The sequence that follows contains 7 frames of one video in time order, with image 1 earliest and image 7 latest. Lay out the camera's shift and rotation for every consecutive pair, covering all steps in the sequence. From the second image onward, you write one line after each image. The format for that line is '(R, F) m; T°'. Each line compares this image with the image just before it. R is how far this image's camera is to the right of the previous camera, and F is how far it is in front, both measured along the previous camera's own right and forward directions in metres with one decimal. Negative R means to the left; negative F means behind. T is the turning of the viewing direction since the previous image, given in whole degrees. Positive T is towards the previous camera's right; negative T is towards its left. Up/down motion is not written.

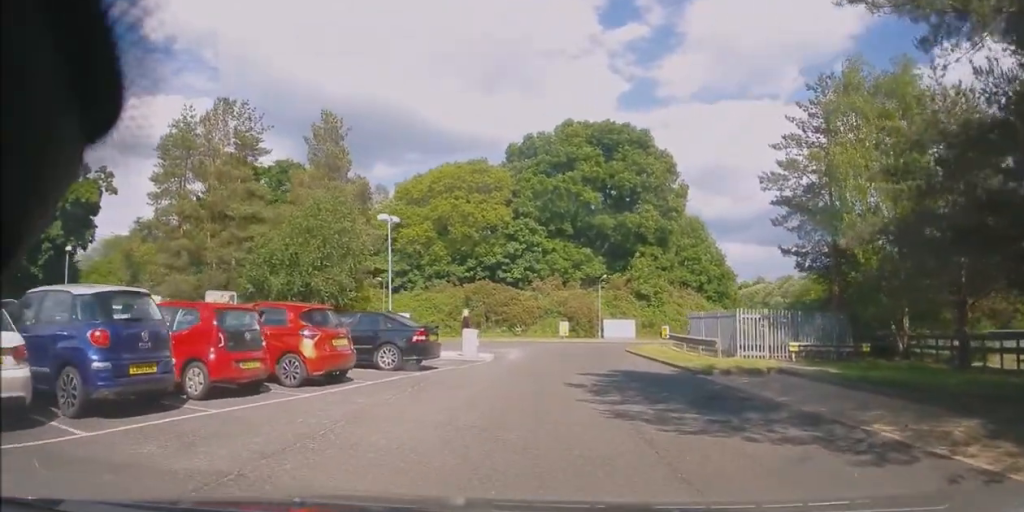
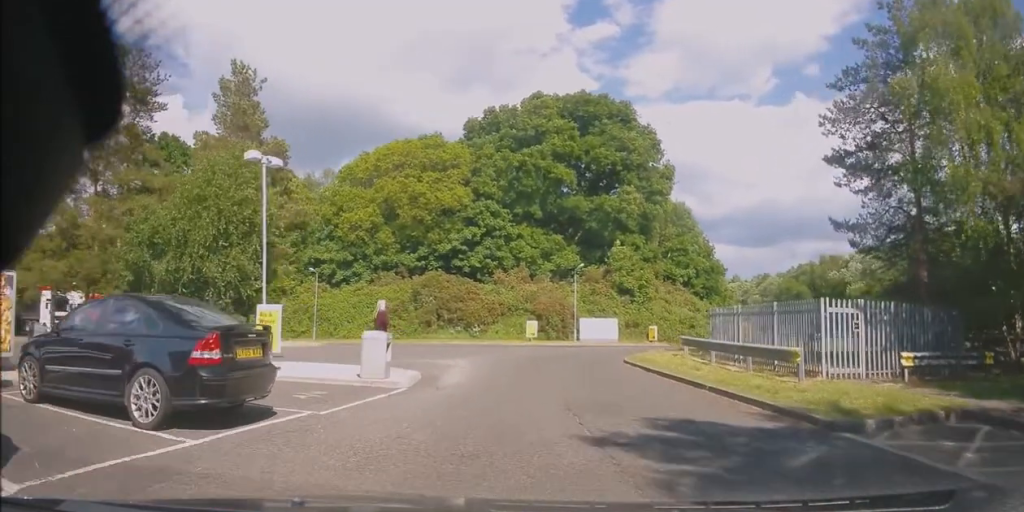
(0.0, +9.2) m; 0°
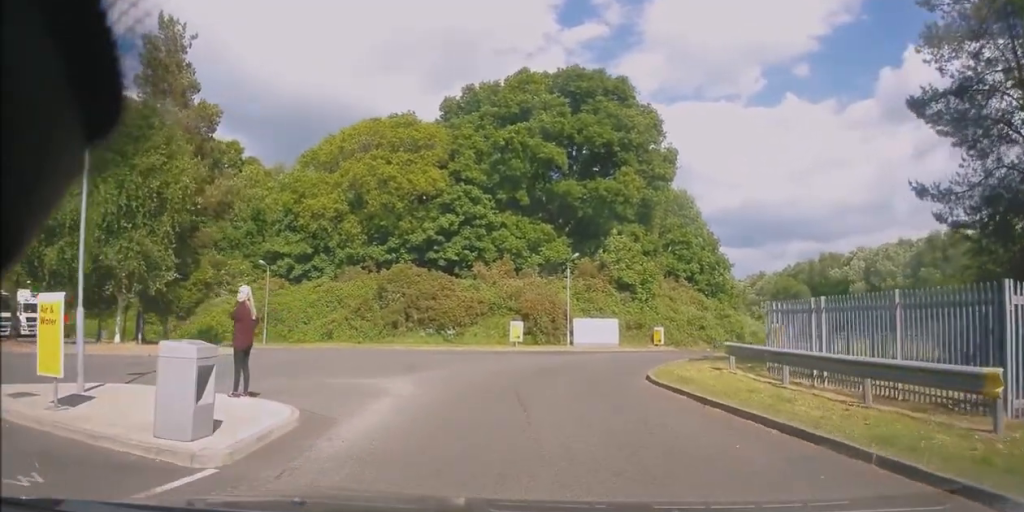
(0.0, +6.9) m; 0°
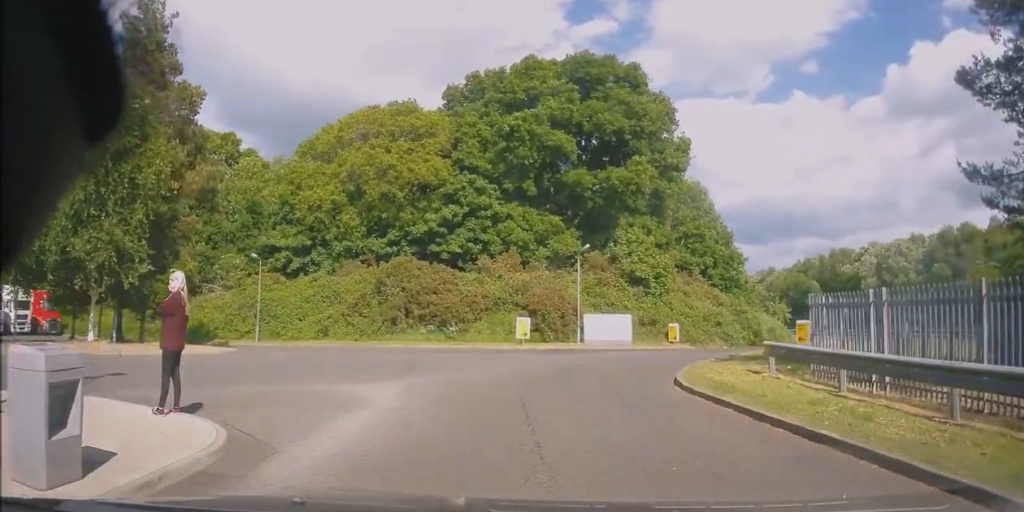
(0.0, +2.3) m; 0°
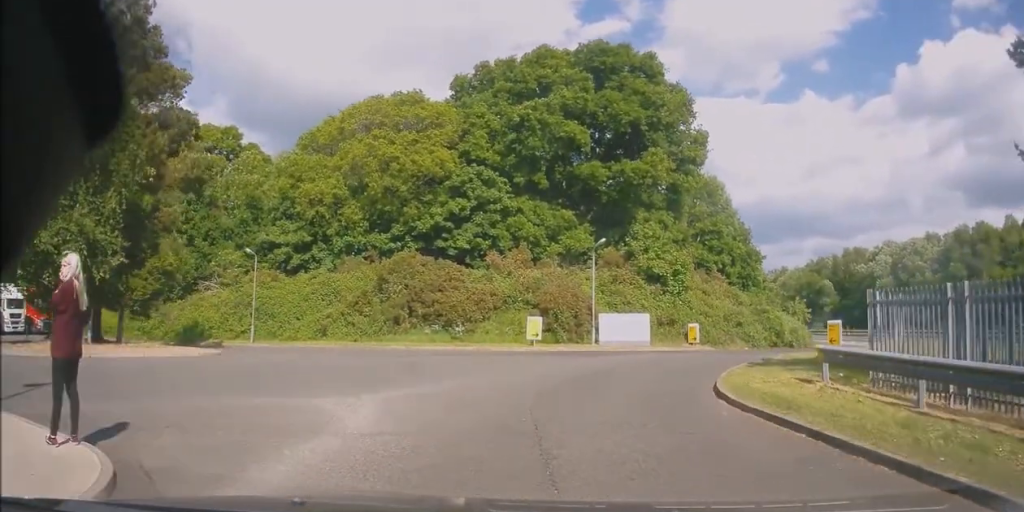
(0.0, +2.2) m; 0°
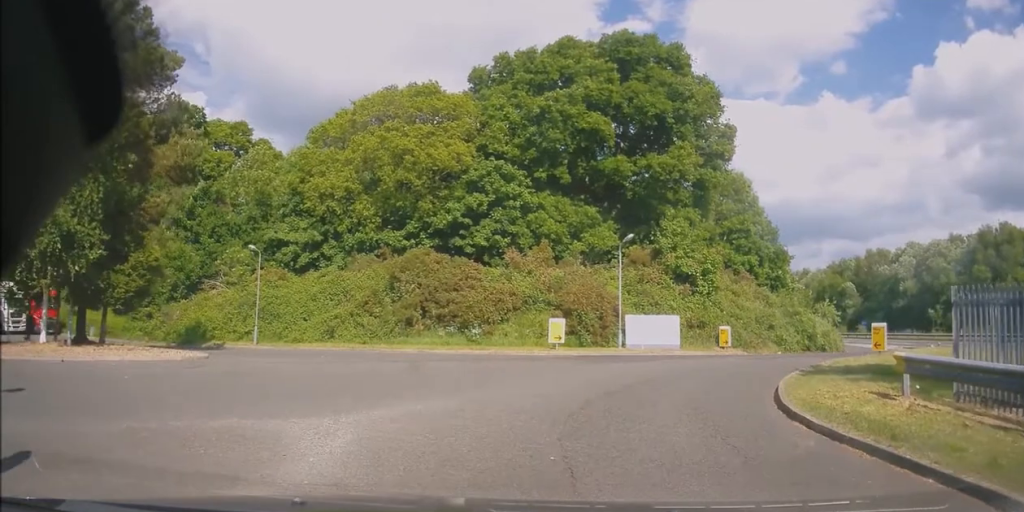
(0.0, +2.3) m; 0°
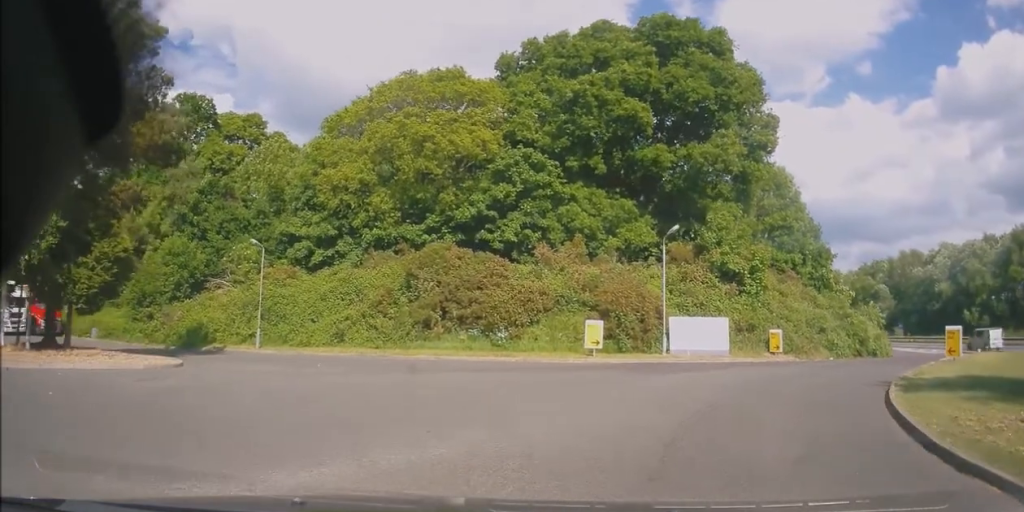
(0.0, +3.5) m; +2°
